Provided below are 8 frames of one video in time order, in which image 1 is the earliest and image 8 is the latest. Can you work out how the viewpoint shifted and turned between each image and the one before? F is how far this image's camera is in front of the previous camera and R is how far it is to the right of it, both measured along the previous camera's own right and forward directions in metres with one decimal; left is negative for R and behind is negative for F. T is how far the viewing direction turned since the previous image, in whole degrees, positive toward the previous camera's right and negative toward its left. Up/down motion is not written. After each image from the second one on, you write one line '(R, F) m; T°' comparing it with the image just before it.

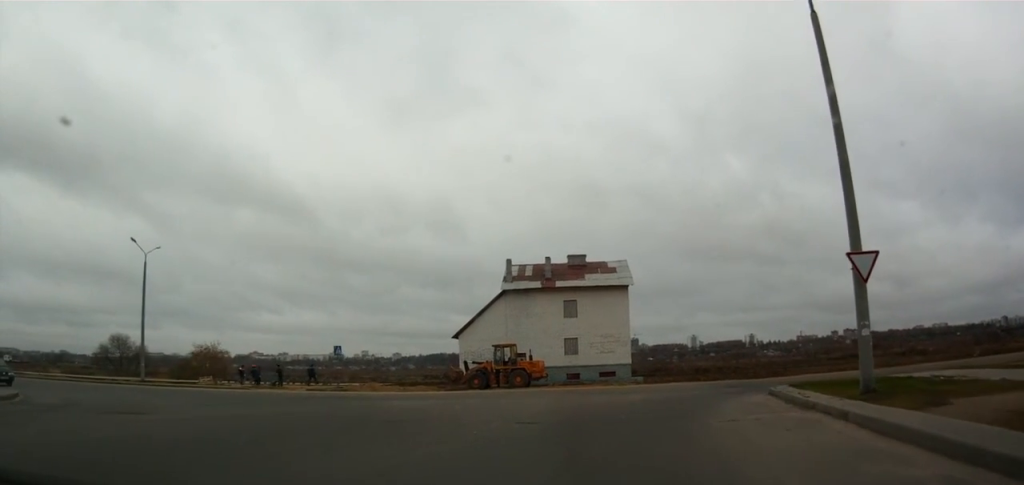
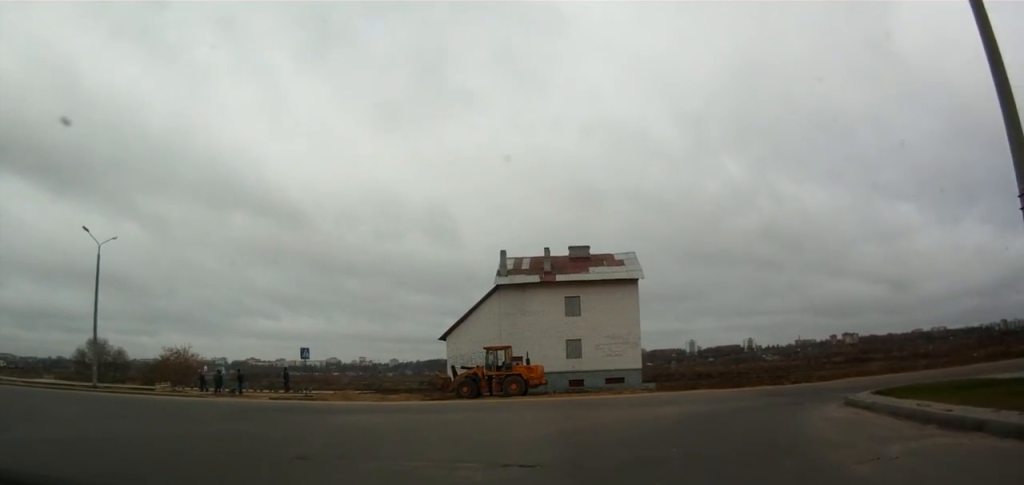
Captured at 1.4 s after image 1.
(+0.1, +5.7) m; +1°
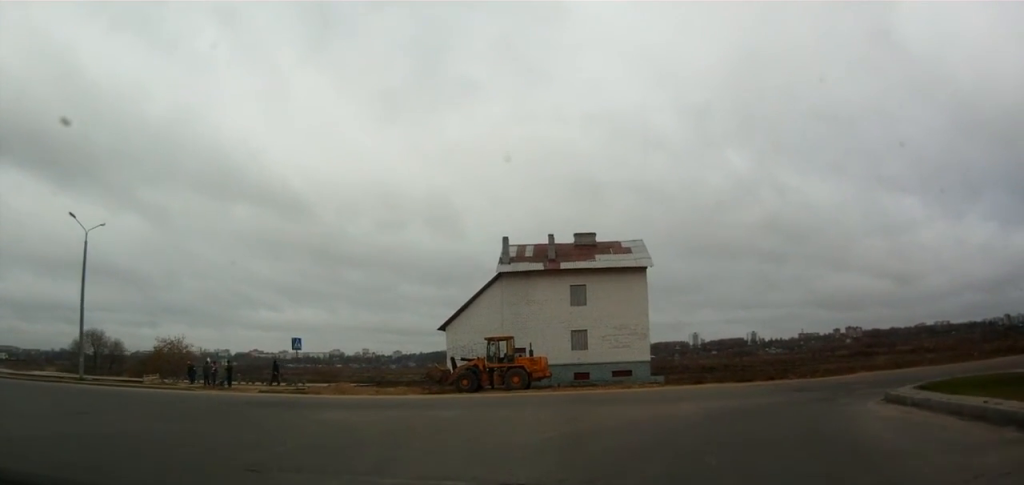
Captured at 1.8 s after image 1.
(0.0, +2.1) m; 0°
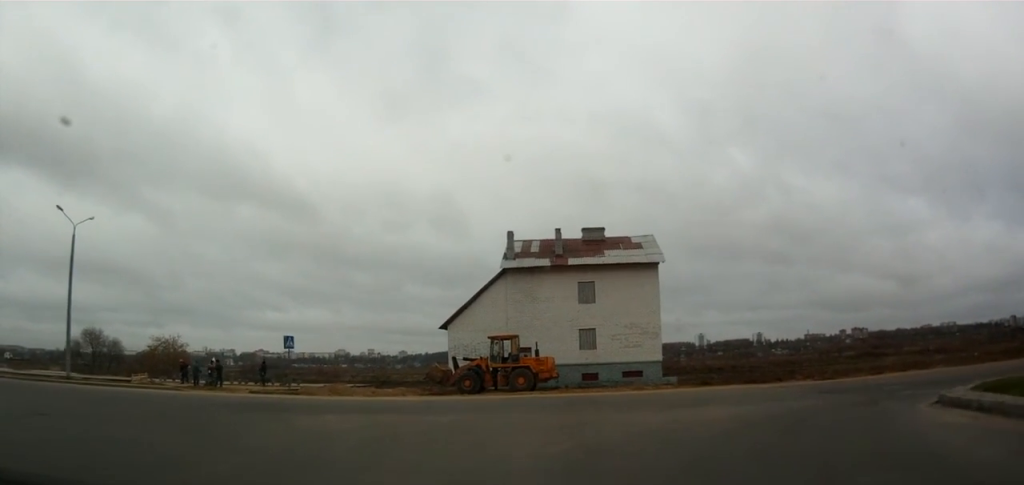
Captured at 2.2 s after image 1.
(0.0, +2.1) m; 0°
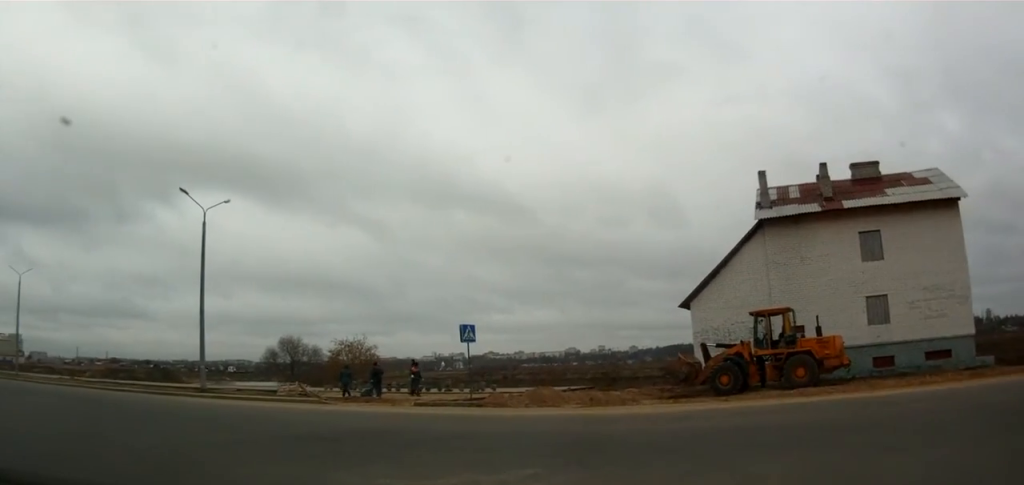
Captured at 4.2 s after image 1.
(-1.3, +10.6) m; -22°
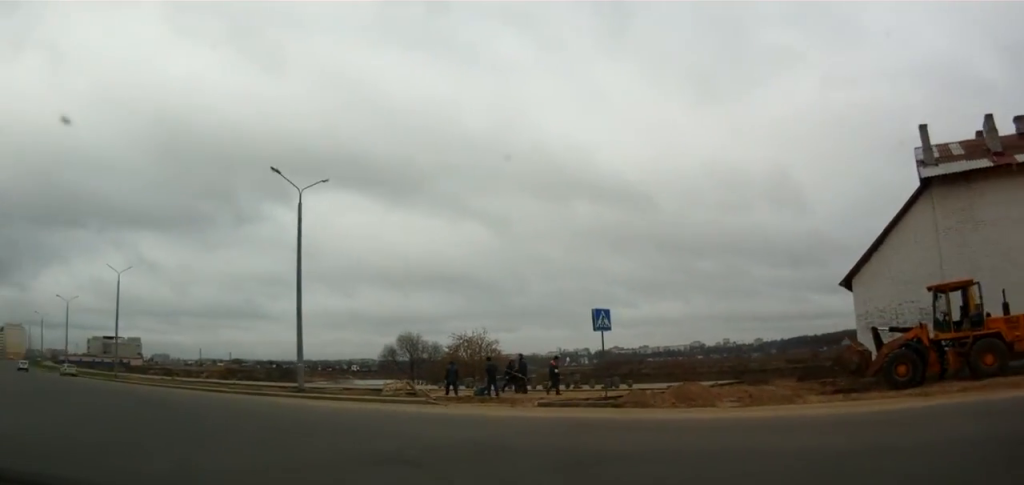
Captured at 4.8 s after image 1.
(-0.4, +4.0) m; -11°
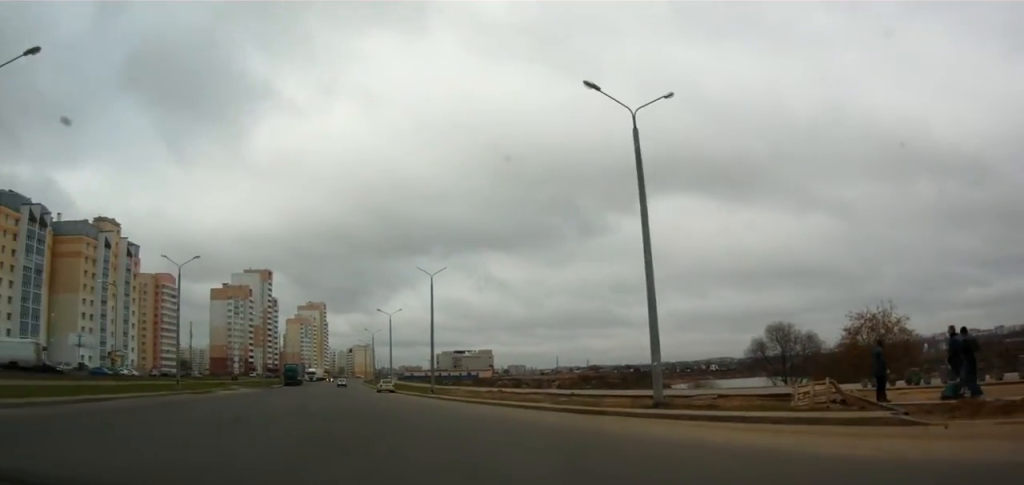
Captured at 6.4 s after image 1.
(-2.3, +11.1) m; -27°
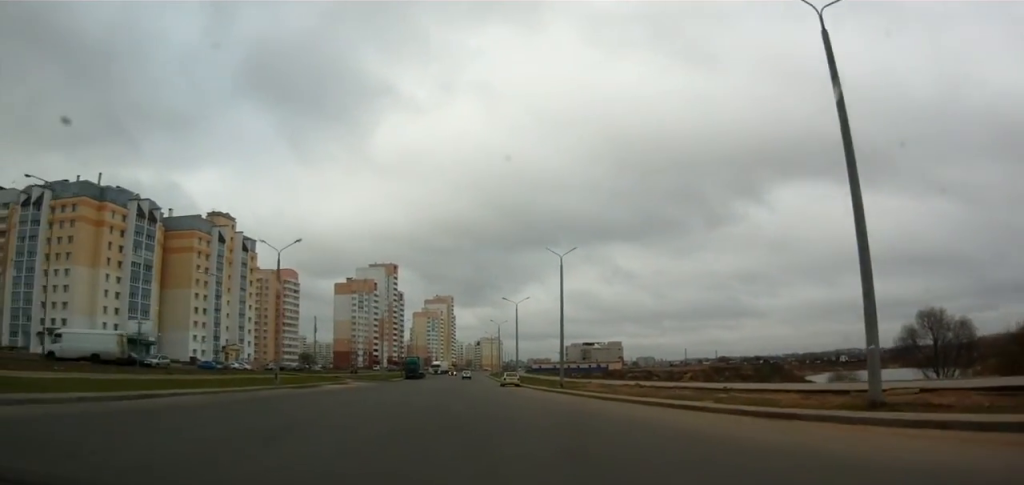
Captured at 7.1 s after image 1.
(-1.0, +5.8) m; -11°
